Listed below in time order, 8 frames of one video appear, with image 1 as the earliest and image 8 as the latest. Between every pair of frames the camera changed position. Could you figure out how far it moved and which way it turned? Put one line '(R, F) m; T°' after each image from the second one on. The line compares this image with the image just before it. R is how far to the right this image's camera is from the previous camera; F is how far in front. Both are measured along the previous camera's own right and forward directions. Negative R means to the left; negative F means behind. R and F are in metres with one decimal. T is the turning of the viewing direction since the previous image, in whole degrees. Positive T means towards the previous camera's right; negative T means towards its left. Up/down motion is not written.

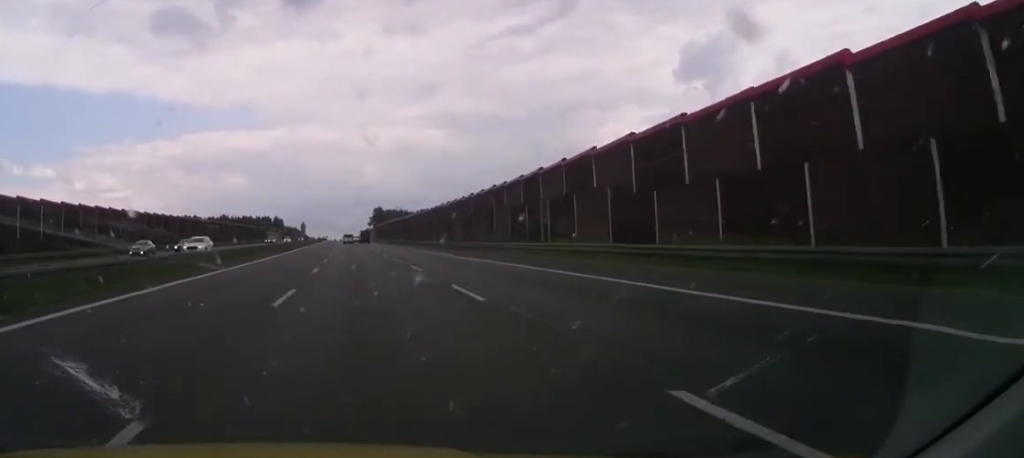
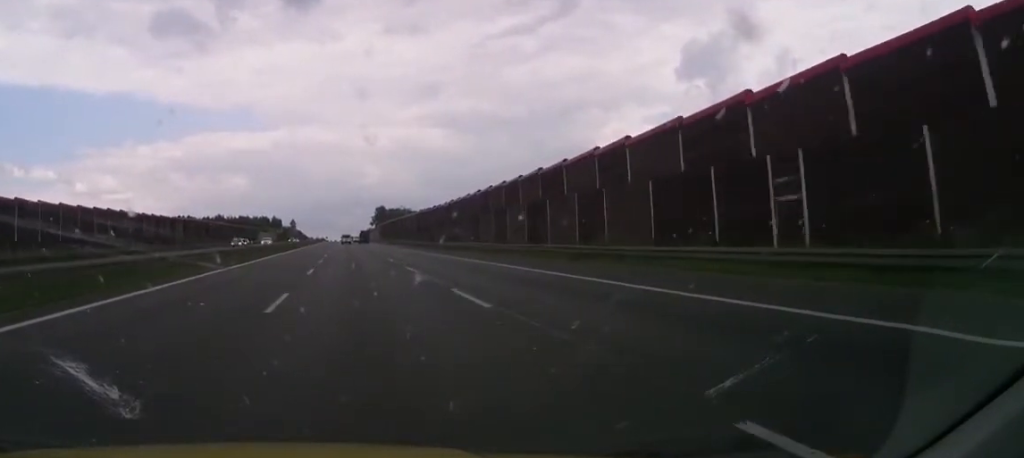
(-0.4, +24.8) m; -1°
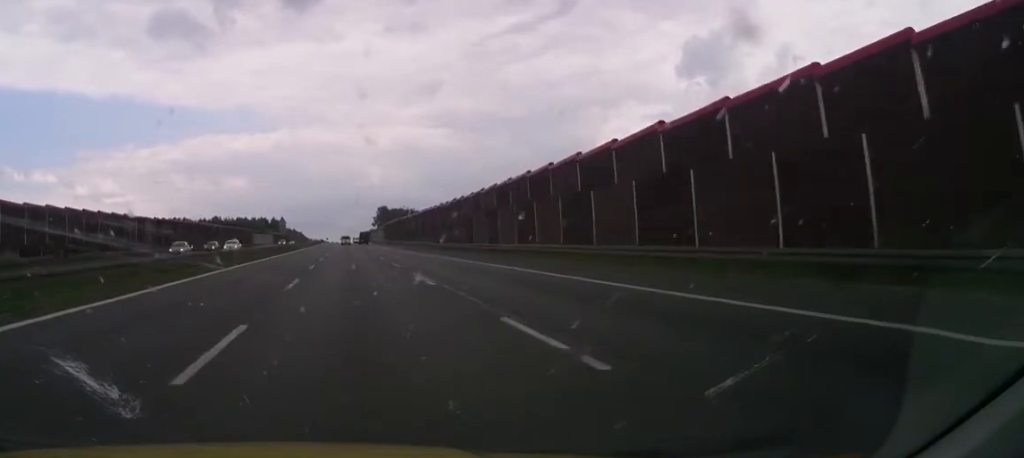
(0.0, +18.0) m; 0°
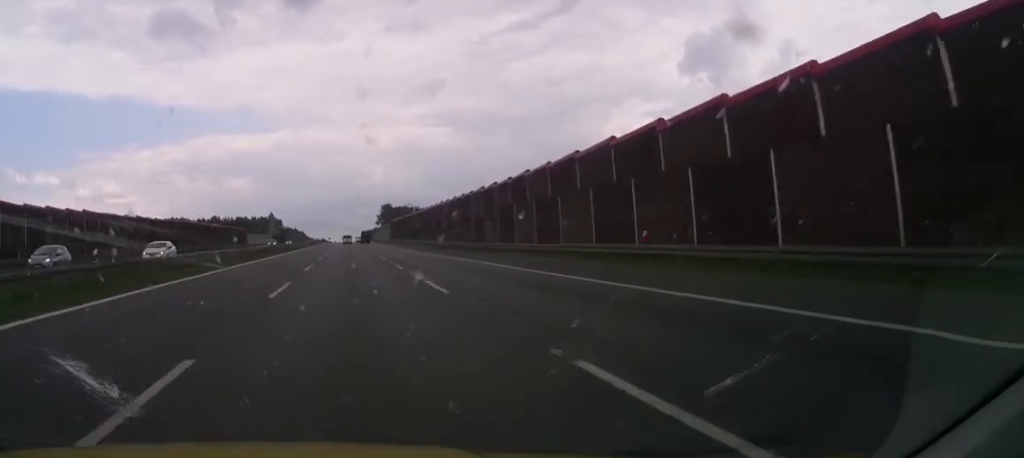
(0.0, +15.0) m; 0°
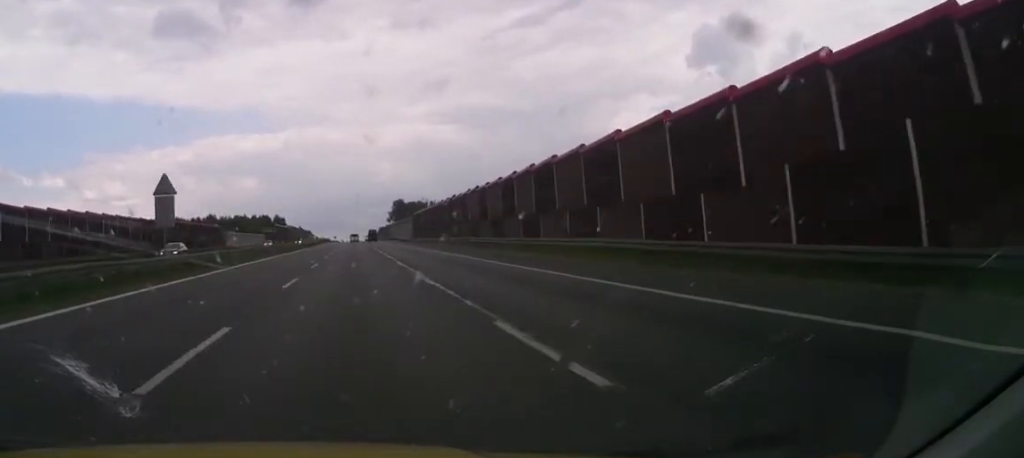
(-0.6, +45.0) m; -1°
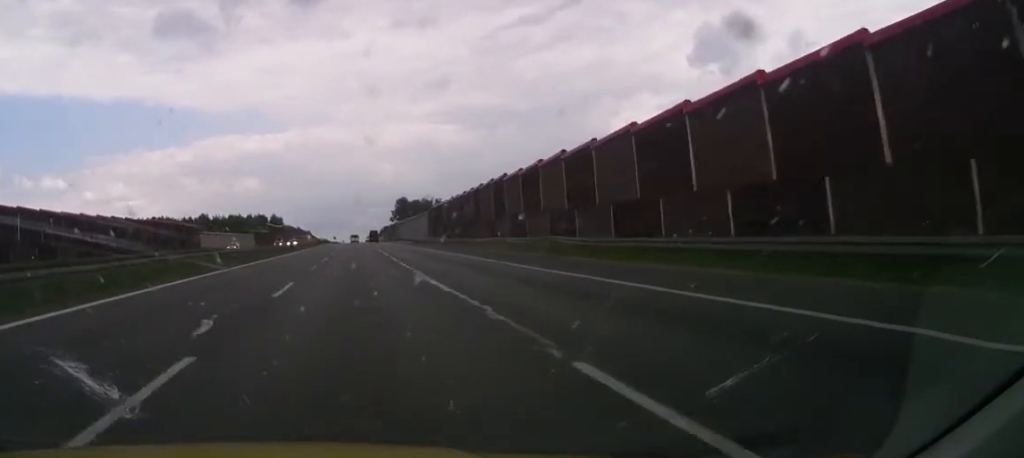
(0.0, +26.2) m; 0°
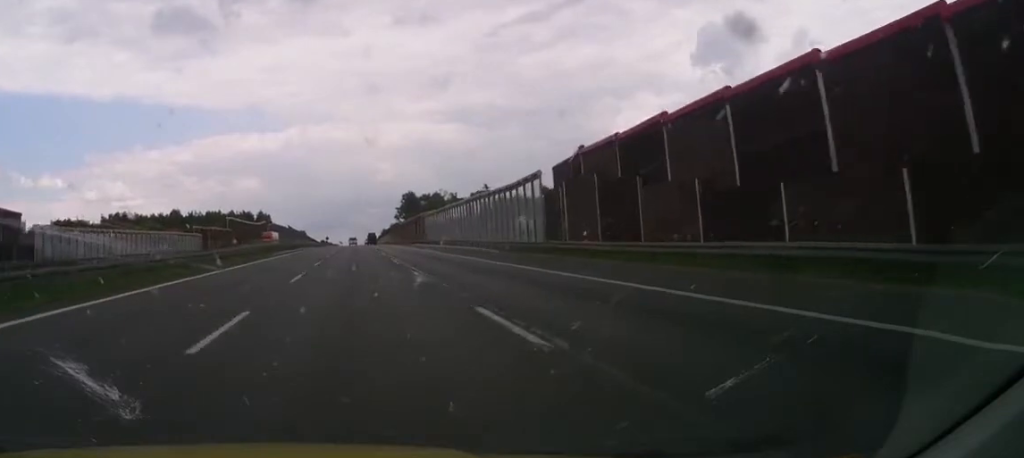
(-1.2, +68.4) m; -1°
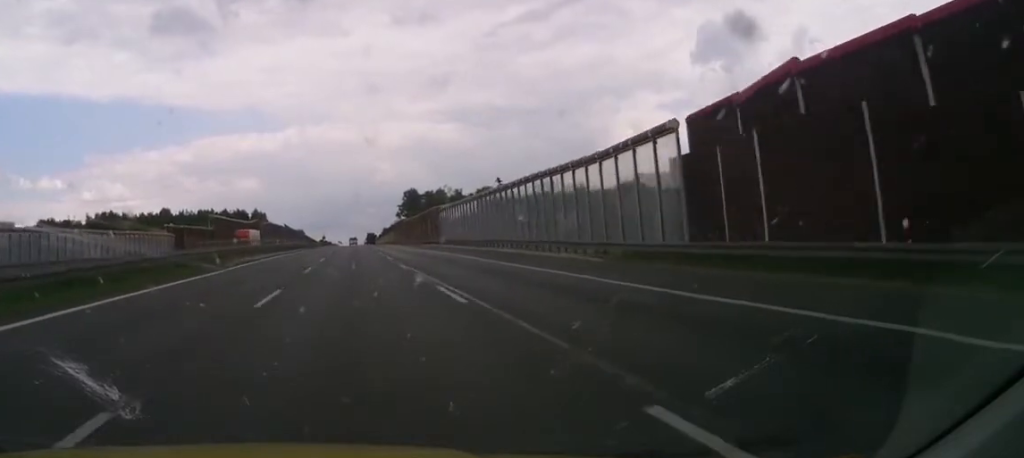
(+0.1, +19.4) m; 0°
